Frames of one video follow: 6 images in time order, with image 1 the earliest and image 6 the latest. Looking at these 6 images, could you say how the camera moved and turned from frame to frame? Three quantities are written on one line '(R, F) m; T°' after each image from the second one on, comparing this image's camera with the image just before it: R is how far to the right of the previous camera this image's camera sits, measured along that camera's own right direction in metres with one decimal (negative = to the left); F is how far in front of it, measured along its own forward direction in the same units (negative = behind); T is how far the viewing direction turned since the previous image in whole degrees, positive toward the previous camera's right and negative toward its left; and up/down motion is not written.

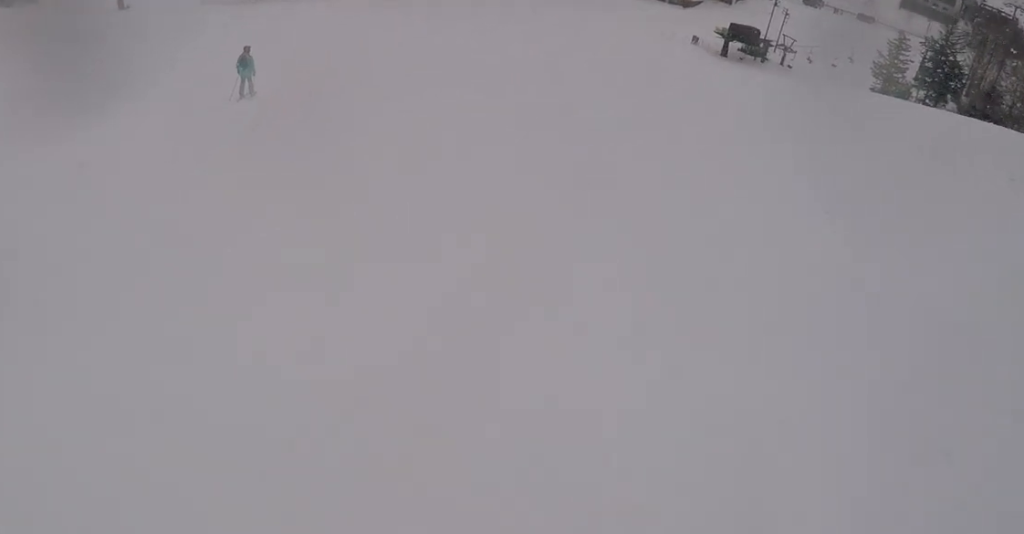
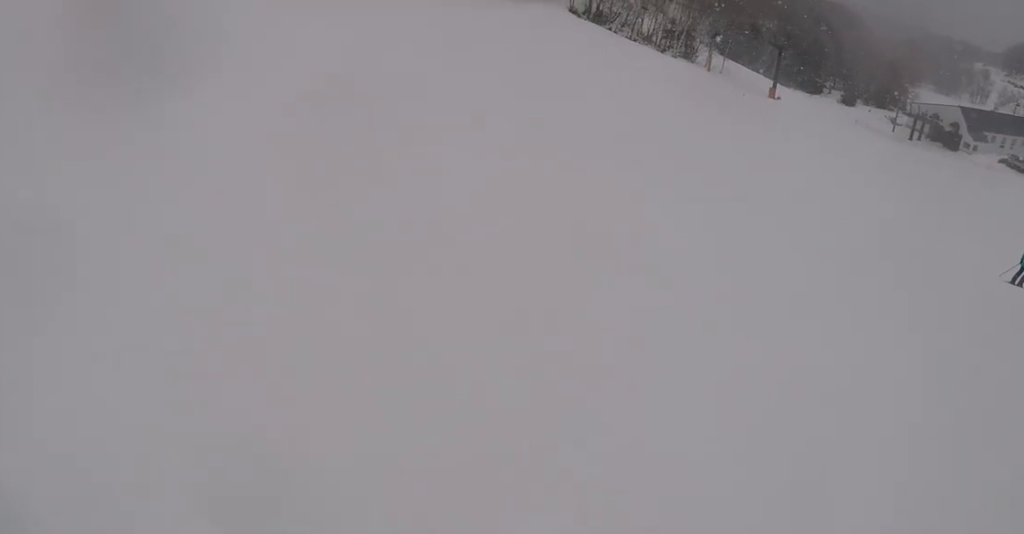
(-9.0, +7.8) m; -82°
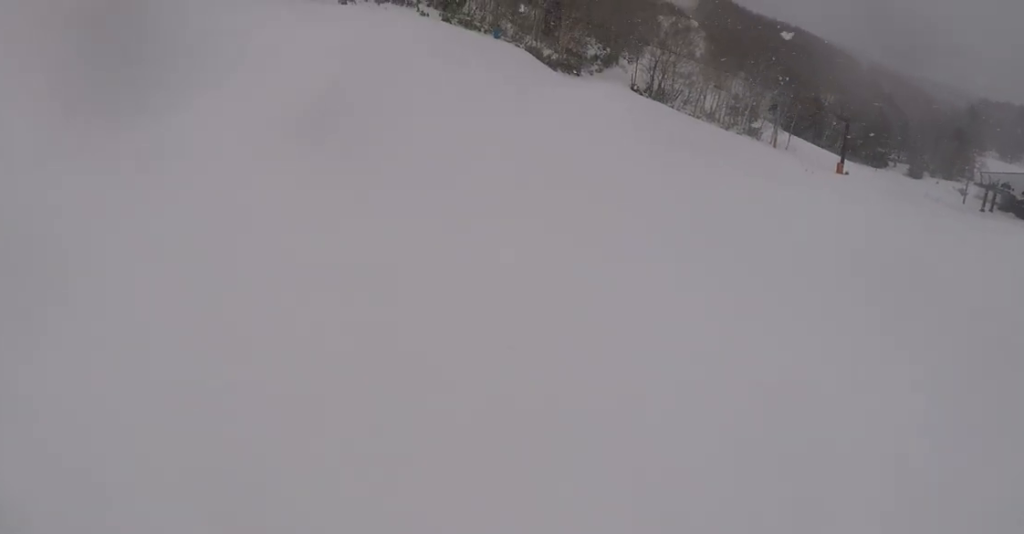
(-0.6, +3.4) m; +8°
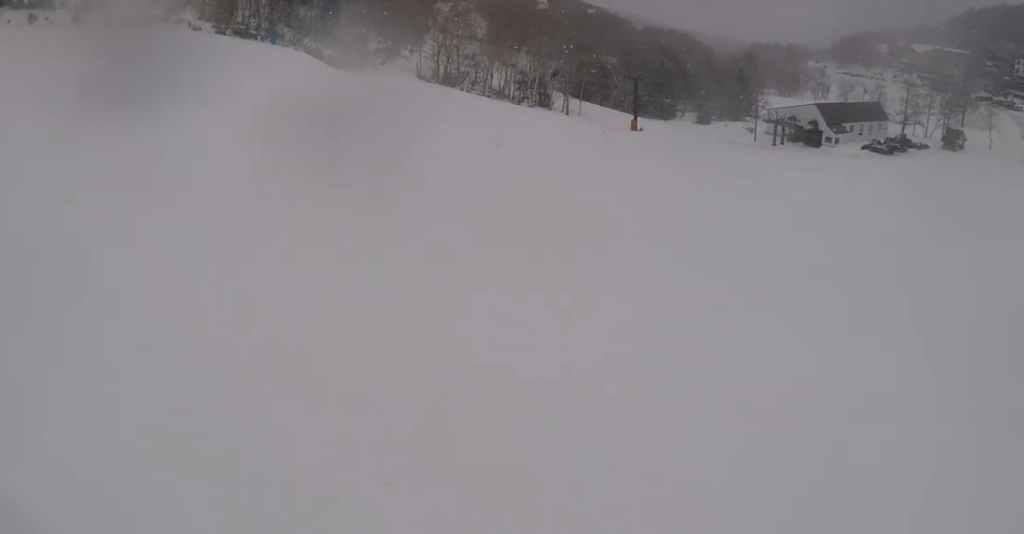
(-0.7, +2.5) m; +7°
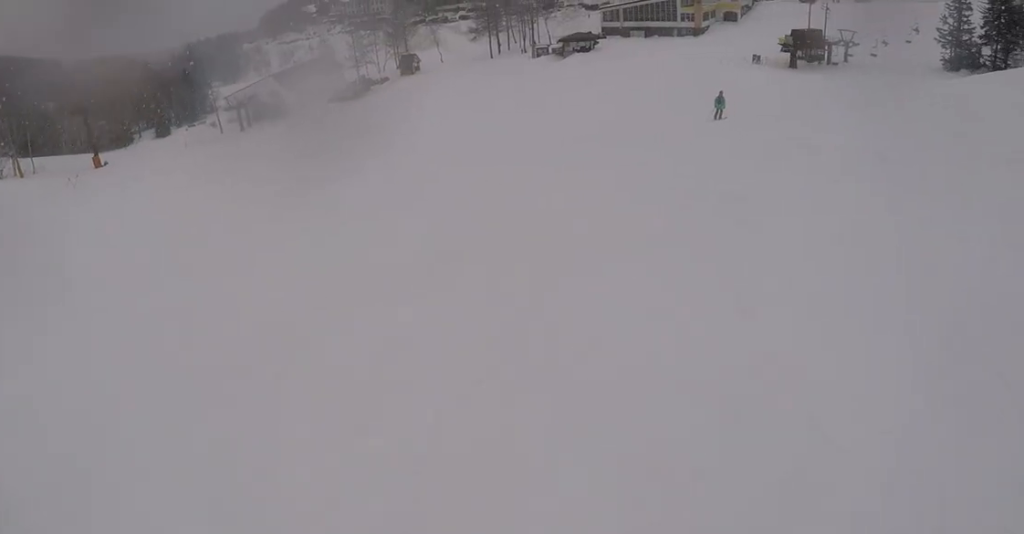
(+4.7, +6.5) m; +53°
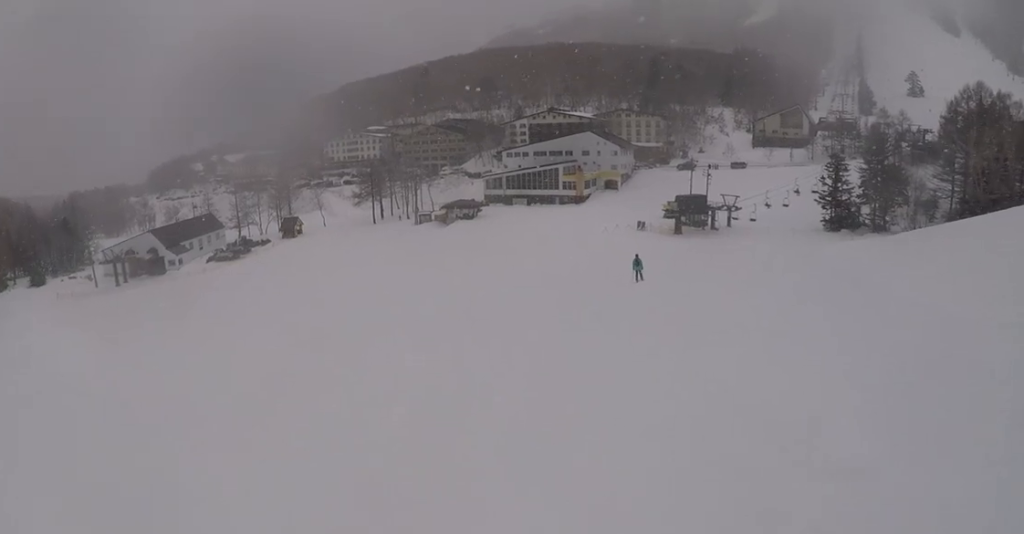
(+0.8, +4.5) m; +15°
